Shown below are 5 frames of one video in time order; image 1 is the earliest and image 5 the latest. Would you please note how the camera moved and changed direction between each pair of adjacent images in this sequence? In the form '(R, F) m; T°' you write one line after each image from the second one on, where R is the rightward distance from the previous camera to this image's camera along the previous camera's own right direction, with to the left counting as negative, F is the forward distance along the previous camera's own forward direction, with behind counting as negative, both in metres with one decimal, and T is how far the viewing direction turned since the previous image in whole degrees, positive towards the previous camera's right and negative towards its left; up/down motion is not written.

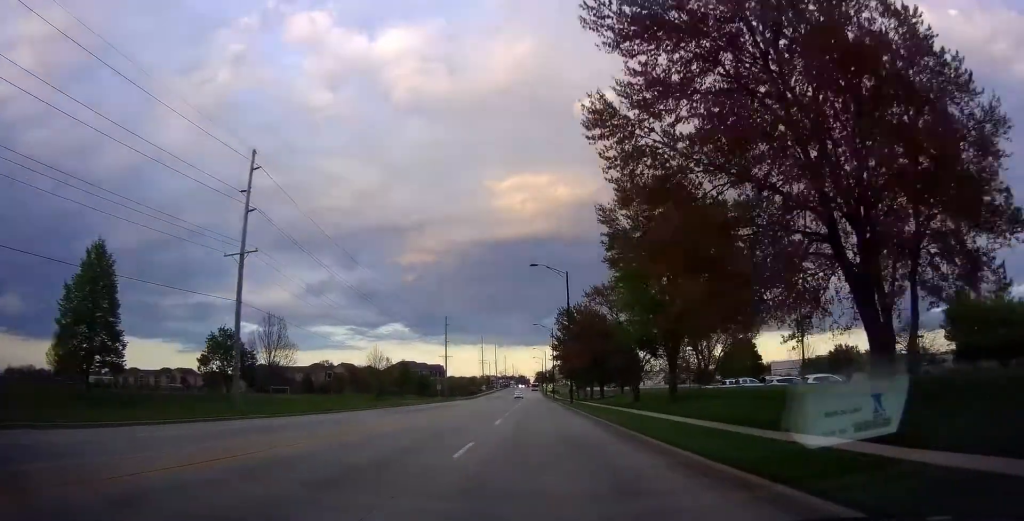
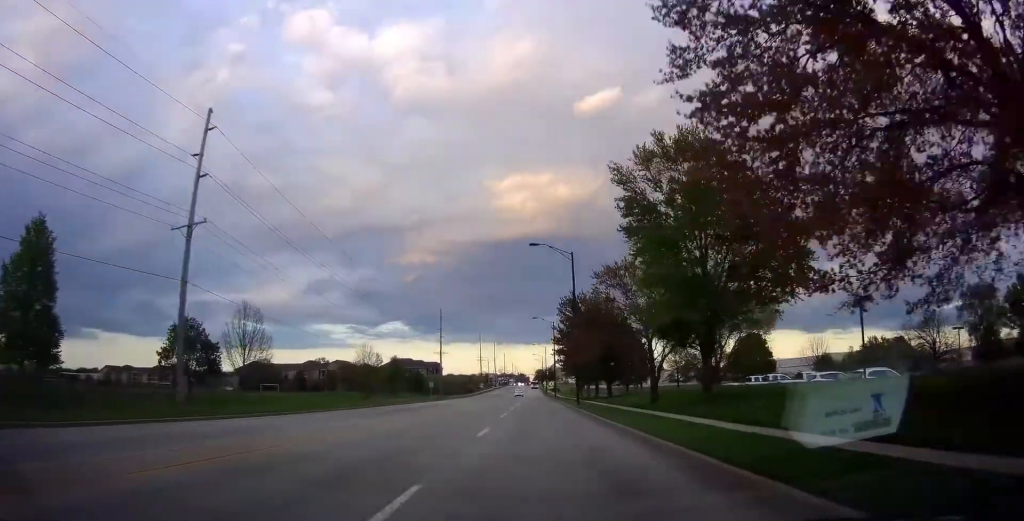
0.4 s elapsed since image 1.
(+0.2, +7.4) m; 0°
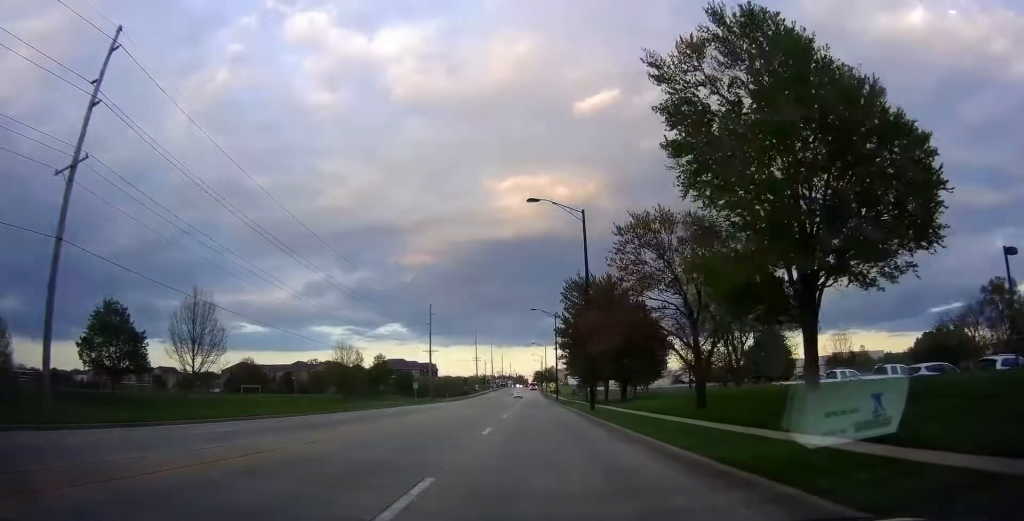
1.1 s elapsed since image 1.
(-0.2, +11.3) m; -1°
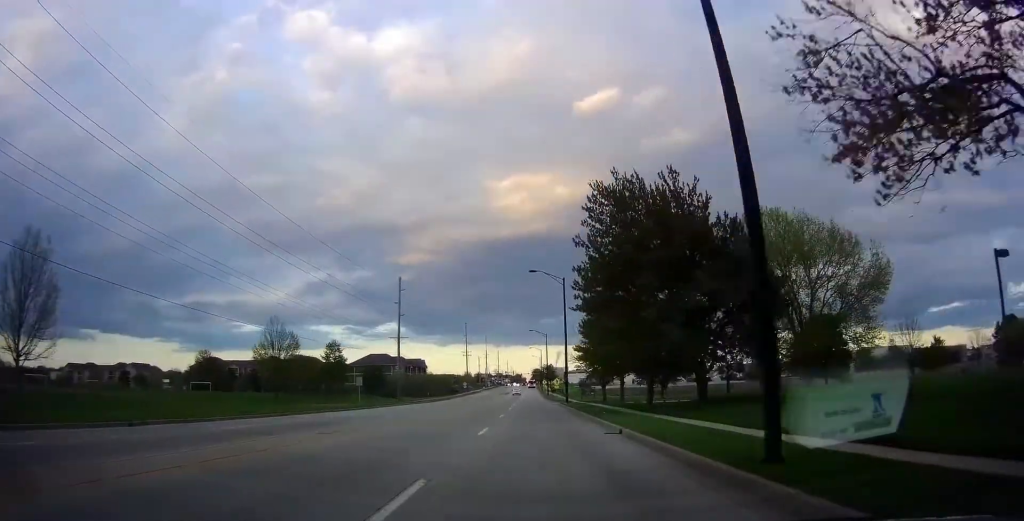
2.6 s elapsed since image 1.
(-0.3, +25.2) m; +1°
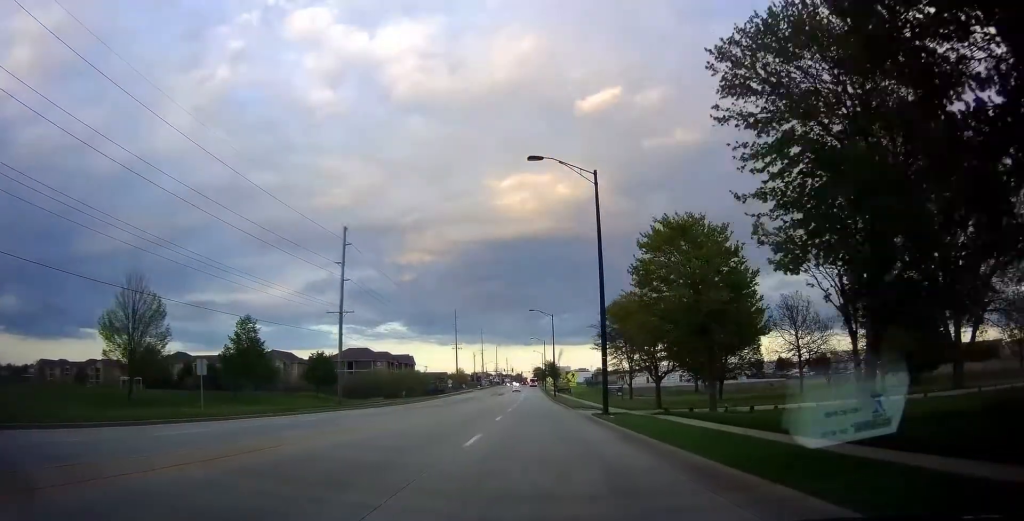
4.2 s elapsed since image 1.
(+0.1, +27.4) m; 0°
